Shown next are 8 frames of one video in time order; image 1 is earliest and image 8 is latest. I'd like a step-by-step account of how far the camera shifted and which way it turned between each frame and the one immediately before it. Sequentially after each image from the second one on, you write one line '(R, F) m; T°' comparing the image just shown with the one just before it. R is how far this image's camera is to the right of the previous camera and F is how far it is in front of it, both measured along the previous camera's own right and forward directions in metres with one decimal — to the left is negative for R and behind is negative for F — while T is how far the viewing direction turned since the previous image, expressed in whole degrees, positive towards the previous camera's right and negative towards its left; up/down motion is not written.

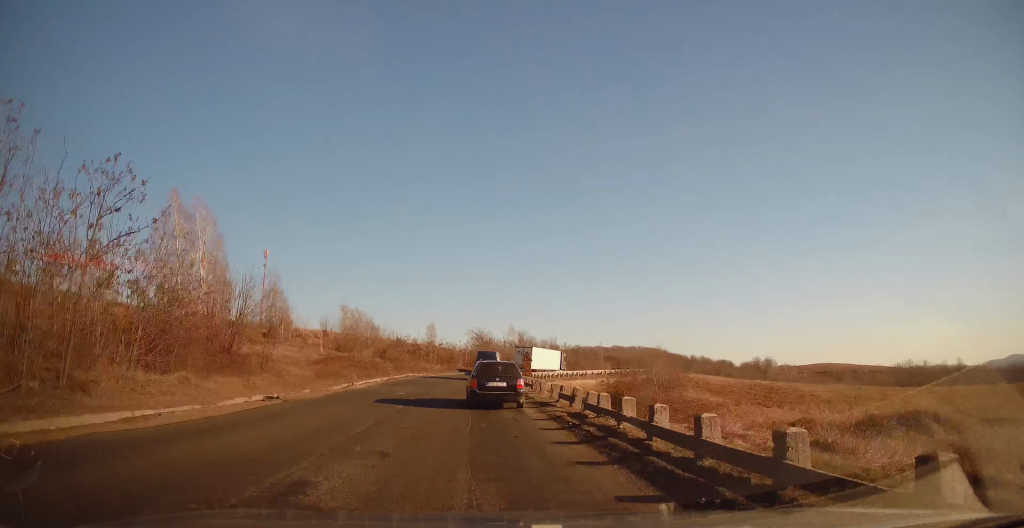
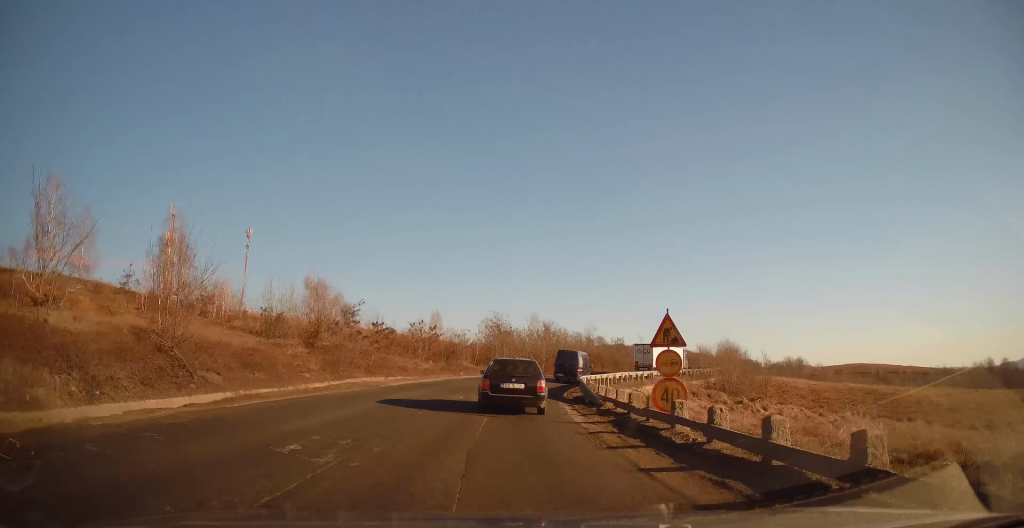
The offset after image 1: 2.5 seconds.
(-0.7, +28.9) m; -2°
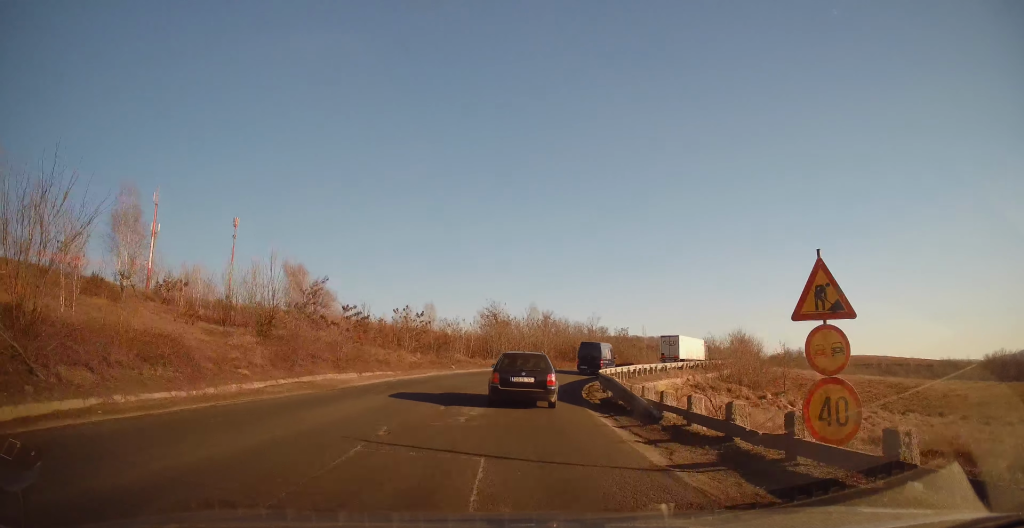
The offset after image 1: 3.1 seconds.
(0.0, +6.6) m; +1°
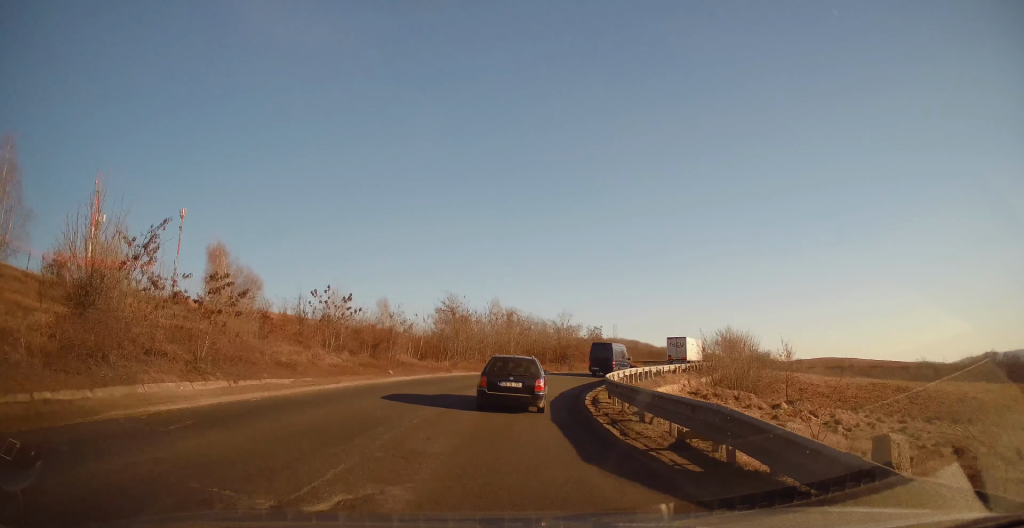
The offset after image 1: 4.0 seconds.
(-0.1, +10.2) m; +4°
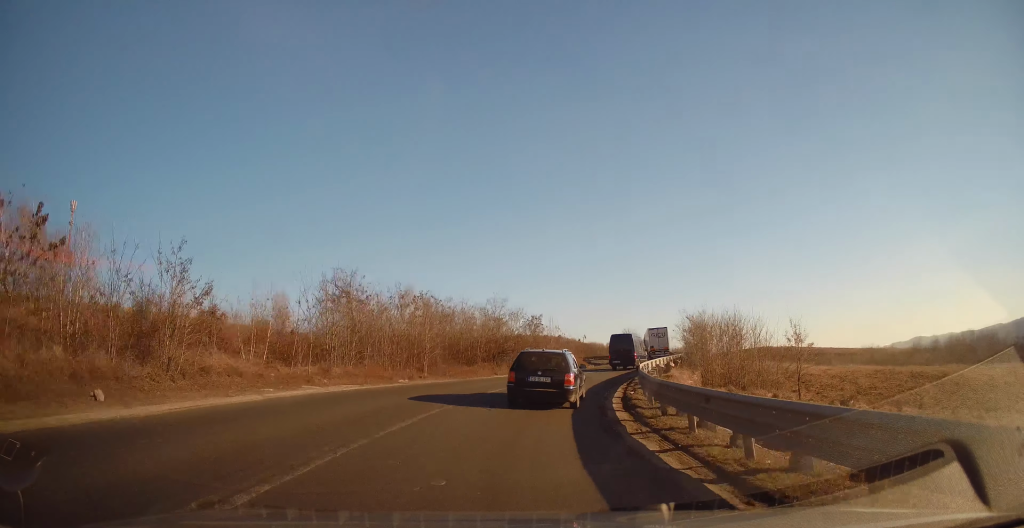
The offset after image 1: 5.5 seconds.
(+1.7, +17.1) m; +10°
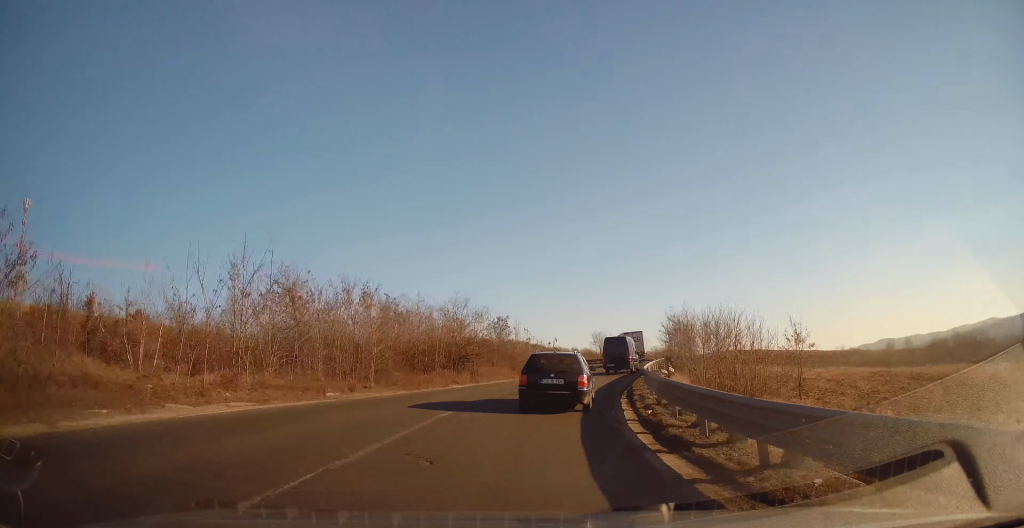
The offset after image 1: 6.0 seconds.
(0.0, +5.4) m; +3°
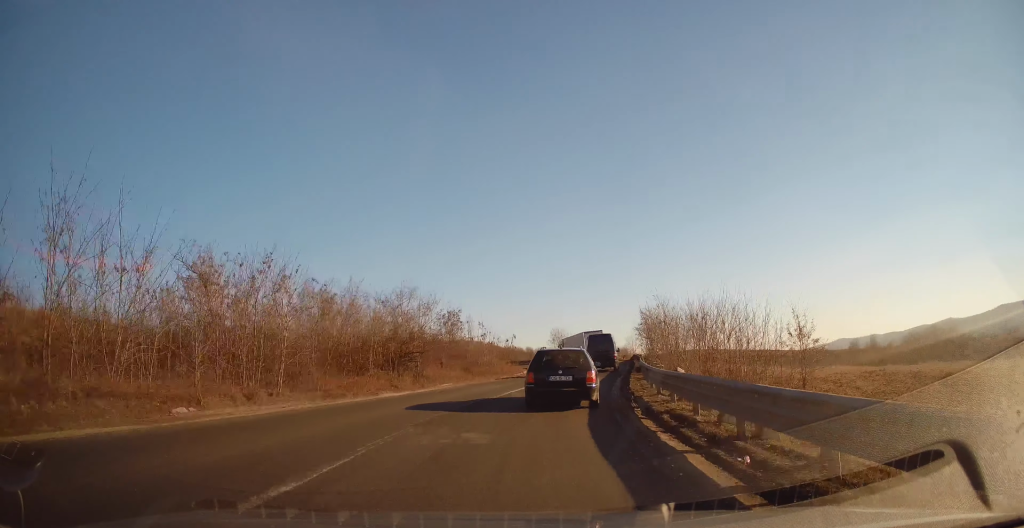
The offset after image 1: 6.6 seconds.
(+0.5, +6.7) m; +3°
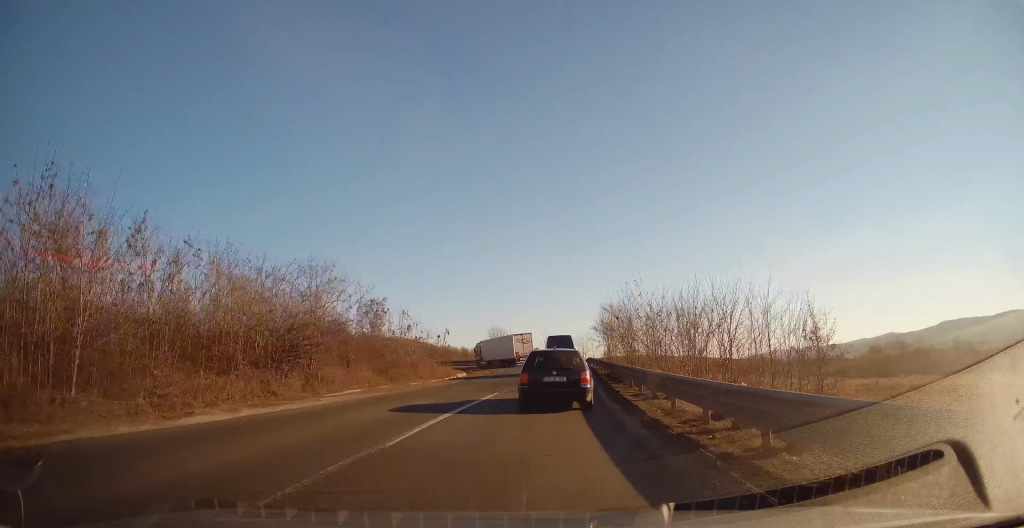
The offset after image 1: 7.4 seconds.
(+0.1, +3.5) m; +1°
